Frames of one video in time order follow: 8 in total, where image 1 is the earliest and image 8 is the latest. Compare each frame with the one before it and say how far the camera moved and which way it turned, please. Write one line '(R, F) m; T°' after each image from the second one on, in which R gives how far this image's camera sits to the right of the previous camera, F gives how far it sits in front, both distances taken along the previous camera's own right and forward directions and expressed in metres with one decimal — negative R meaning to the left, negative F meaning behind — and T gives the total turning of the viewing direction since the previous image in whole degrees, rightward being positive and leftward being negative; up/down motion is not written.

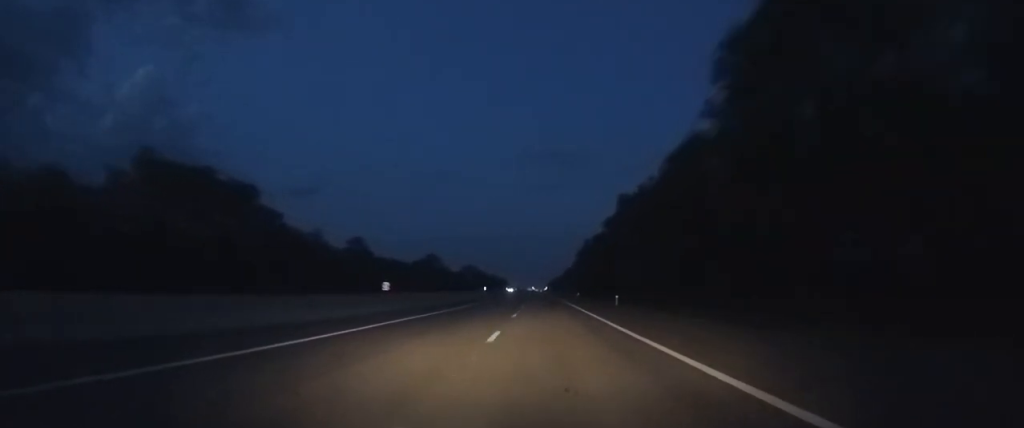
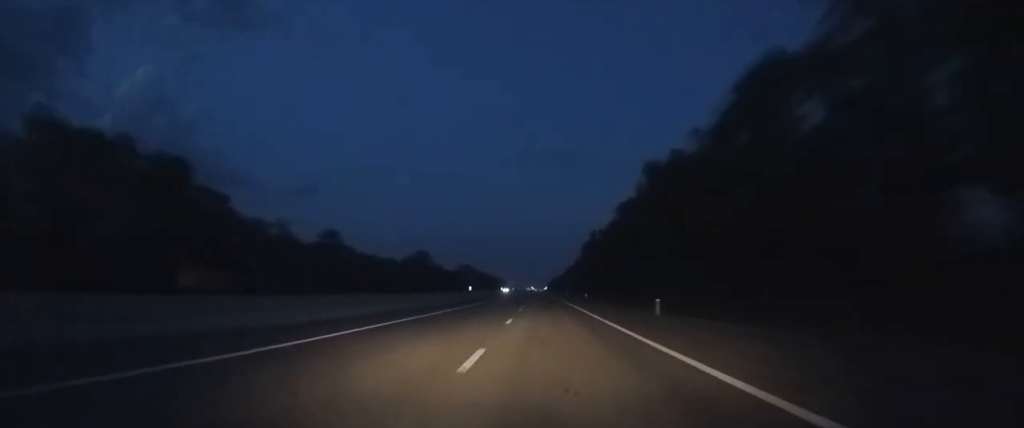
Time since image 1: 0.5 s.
(0.0, +17.9) m; 0°
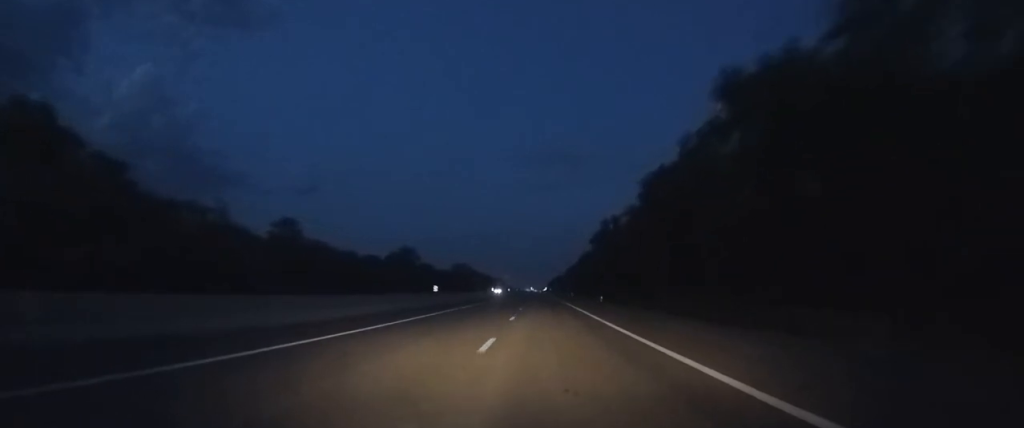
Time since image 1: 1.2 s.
(0.0, +22.4) m; 0°
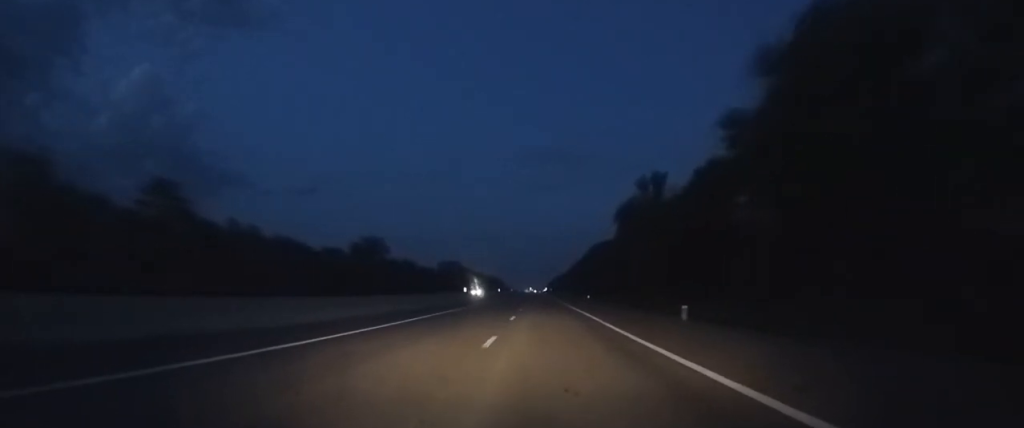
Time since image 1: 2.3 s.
(0.0, +40.9) m; 0°
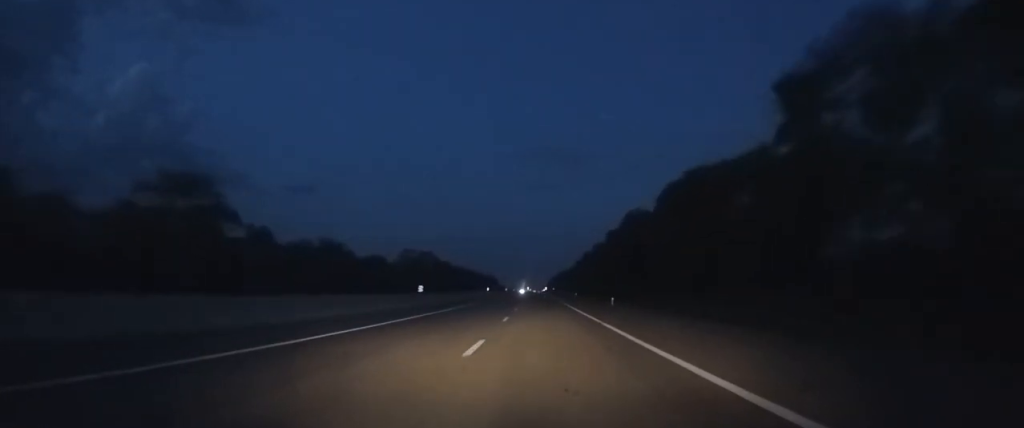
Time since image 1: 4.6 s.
(+0.1, +82.4) m; 0°
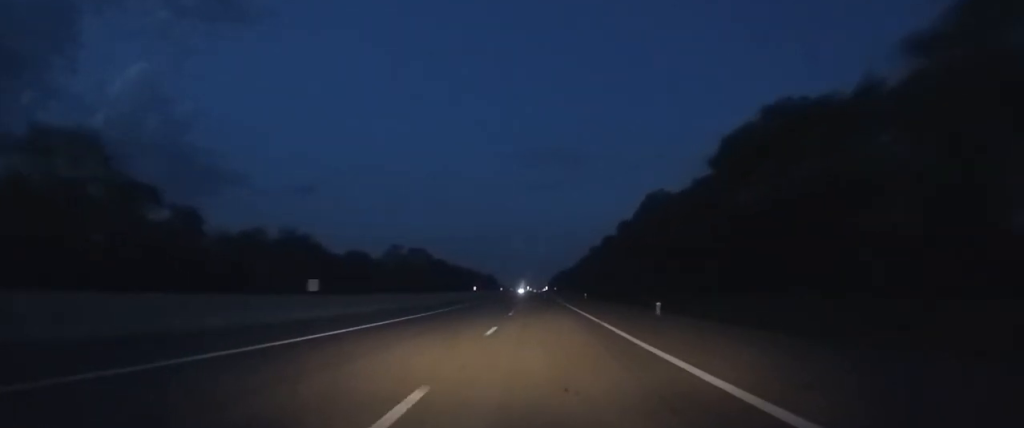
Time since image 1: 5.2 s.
(0.0, +20.1) m; 0°
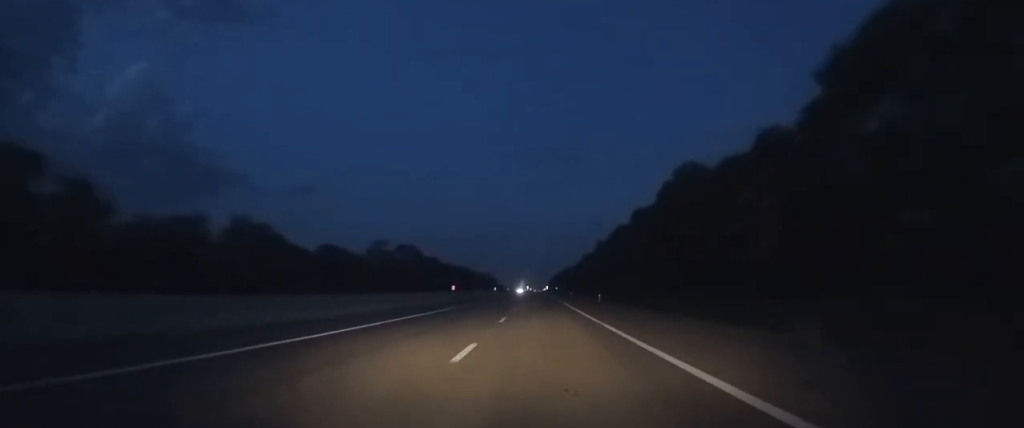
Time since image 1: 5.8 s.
(0.0, +18.1) m; 0°
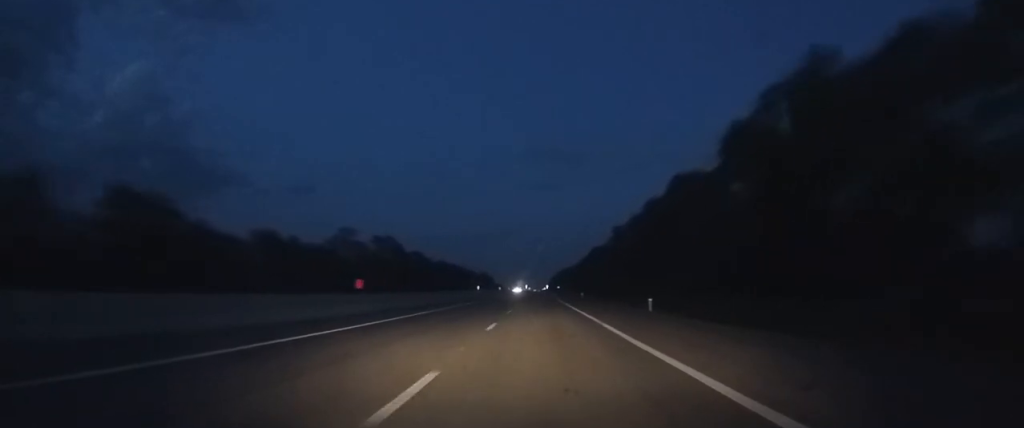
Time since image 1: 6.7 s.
(0.0, +28.2) m; 0°
